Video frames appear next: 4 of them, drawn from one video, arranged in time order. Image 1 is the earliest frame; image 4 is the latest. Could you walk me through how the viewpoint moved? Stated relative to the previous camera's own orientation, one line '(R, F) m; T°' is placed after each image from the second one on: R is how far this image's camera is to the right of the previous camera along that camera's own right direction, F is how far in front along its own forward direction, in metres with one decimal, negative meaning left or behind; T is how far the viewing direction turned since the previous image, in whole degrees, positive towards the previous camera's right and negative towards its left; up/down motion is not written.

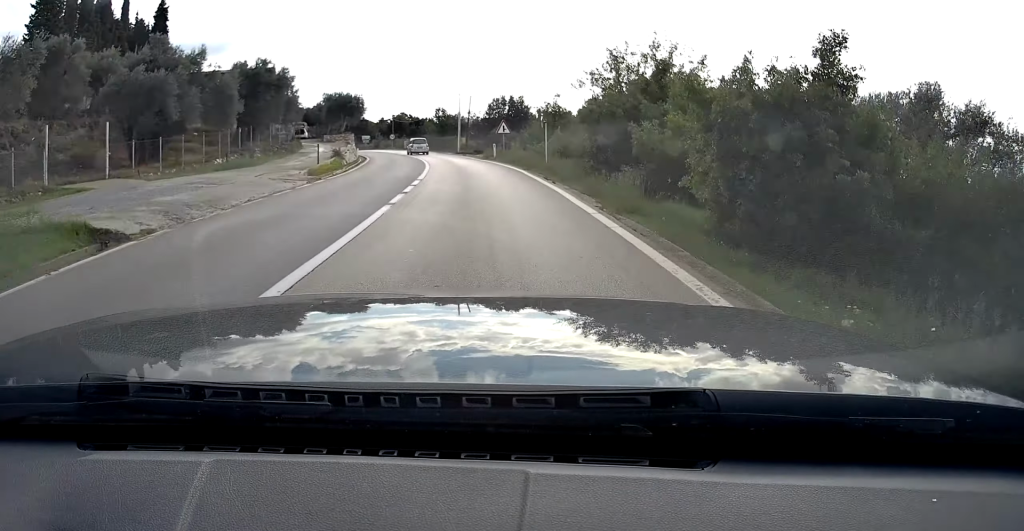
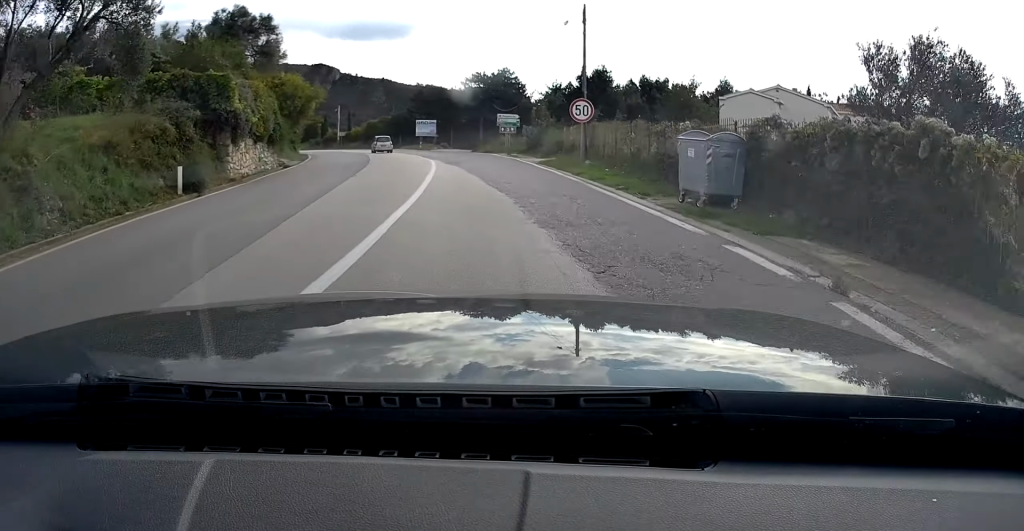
(-10.4, +88.2) m; -15°
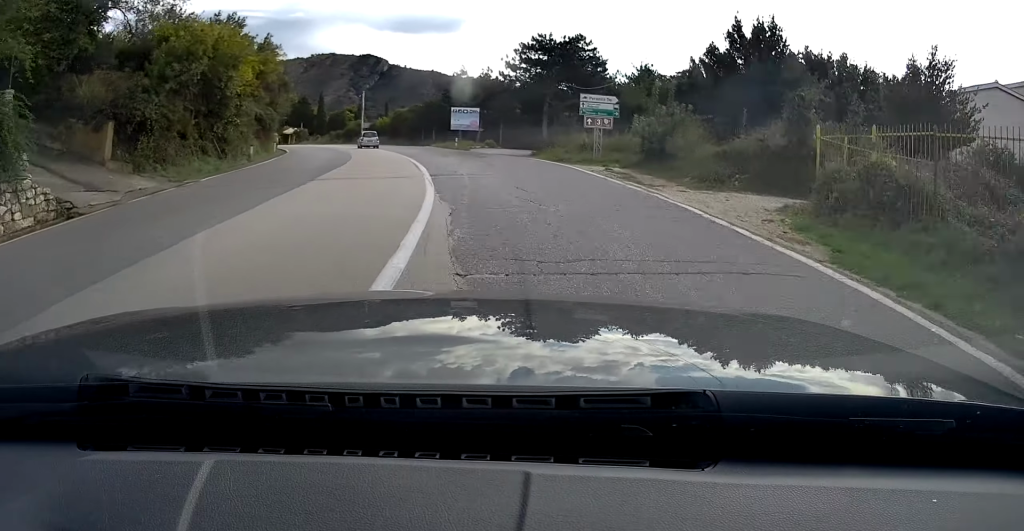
(-0.3, +22.7) m; -5°
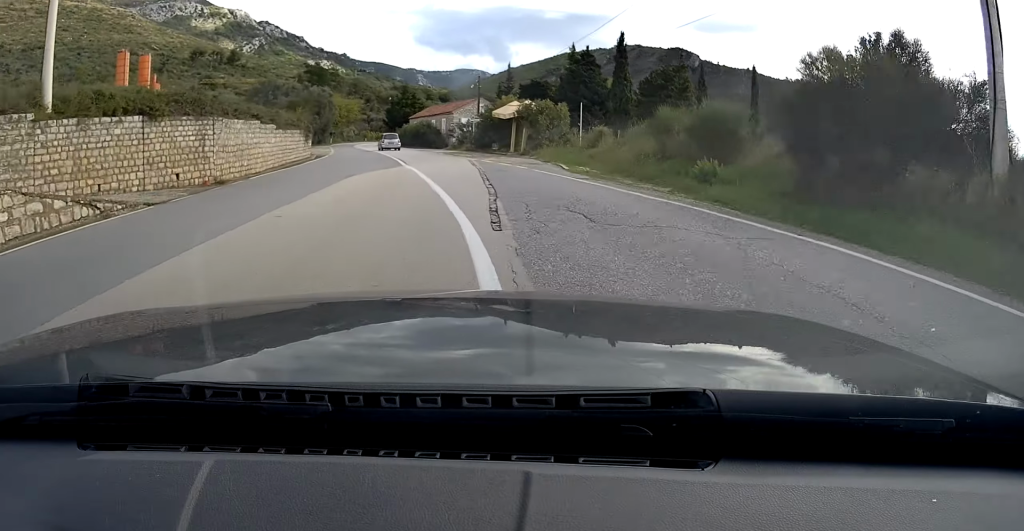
(-21.2, +89.9) m; -26°
